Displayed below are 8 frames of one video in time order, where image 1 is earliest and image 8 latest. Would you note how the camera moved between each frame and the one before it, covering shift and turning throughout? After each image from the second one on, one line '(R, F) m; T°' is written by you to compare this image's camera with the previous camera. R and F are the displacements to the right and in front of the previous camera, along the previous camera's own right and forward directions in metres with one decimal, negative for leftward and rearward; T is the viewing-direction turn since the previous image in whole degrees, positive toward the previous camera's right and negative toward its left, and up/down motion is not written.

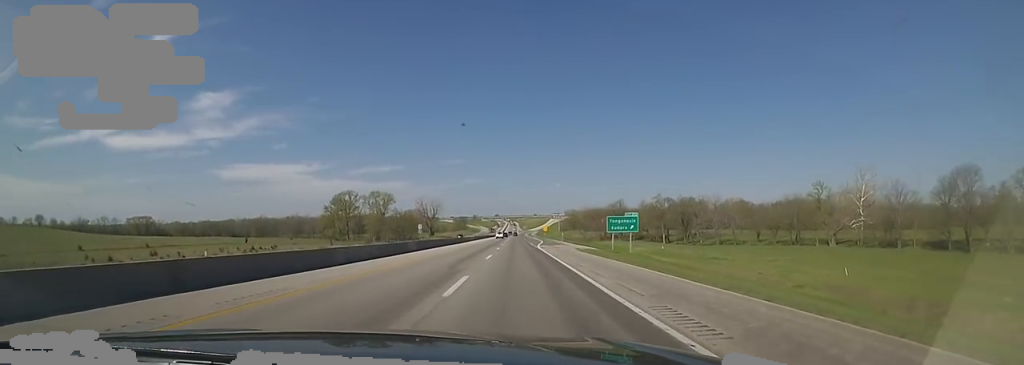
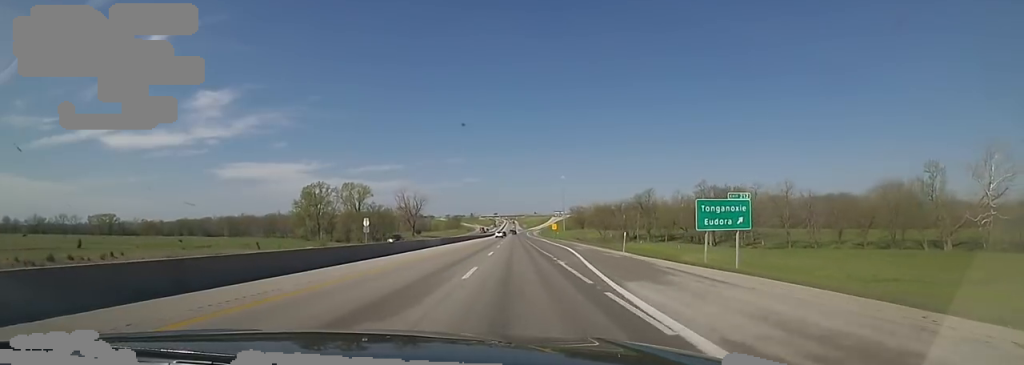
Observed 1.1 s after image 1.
(+0.9, +40.7) m; +3°
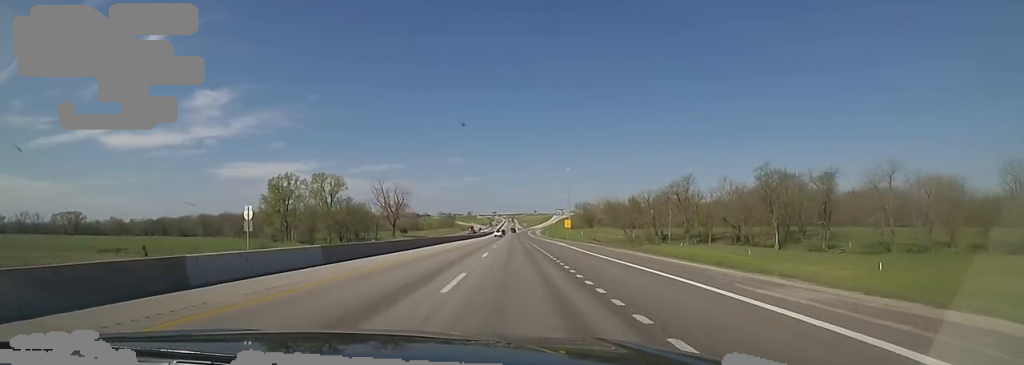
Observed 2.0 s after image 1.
(+0.8, +34.7) m; 0°
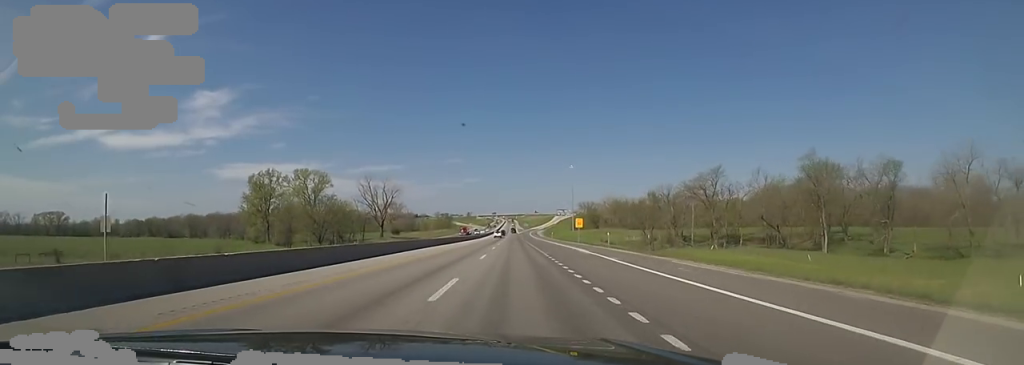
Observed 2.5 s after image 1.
(+0.3, +16.2) m; -1°
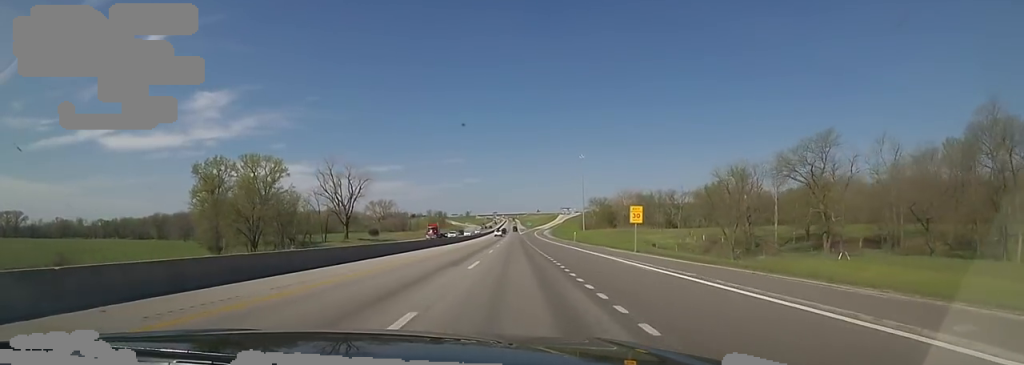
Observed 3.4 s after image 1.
(-1.2, +36.2) m; 0°
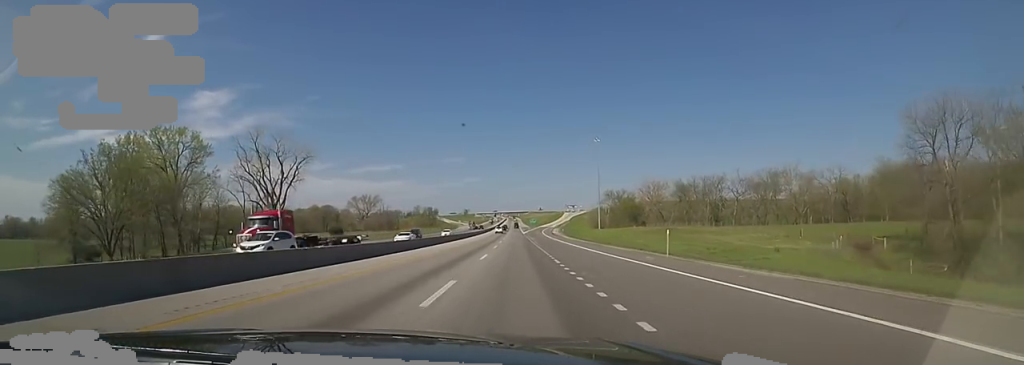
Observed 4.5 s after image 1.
(+1.1, +40.1) m; 0°
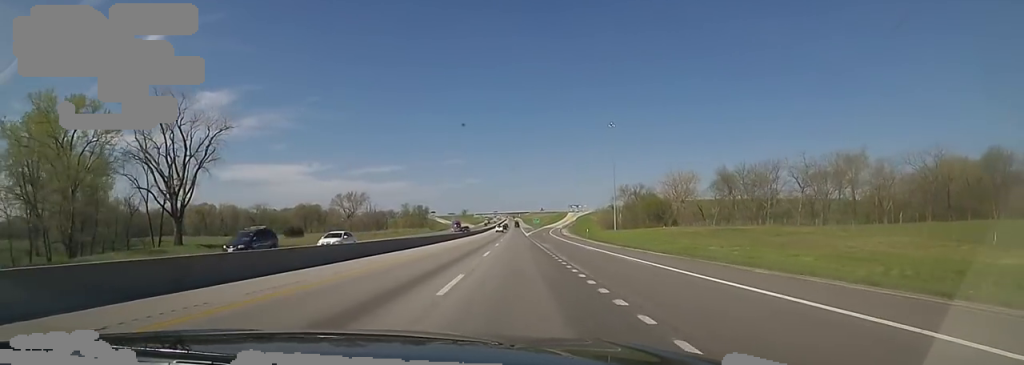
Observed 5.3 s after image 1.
(-1.0, +28.9) m; 0°
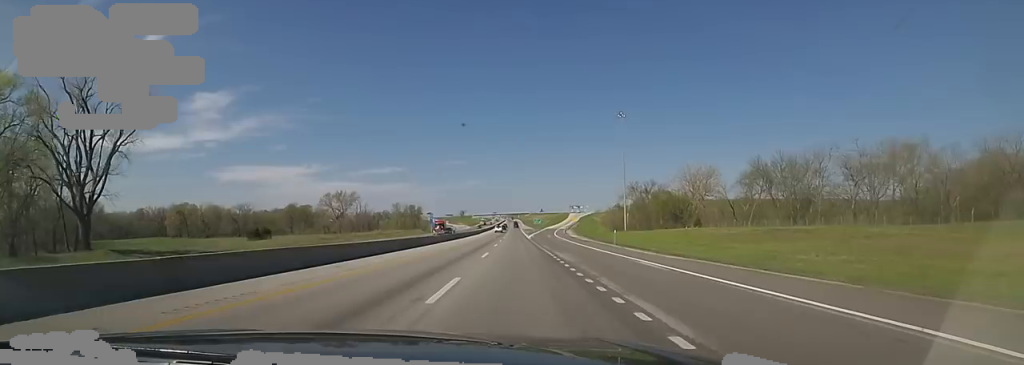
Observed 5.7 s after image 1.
(-0.1, +16.3) m; 0°
